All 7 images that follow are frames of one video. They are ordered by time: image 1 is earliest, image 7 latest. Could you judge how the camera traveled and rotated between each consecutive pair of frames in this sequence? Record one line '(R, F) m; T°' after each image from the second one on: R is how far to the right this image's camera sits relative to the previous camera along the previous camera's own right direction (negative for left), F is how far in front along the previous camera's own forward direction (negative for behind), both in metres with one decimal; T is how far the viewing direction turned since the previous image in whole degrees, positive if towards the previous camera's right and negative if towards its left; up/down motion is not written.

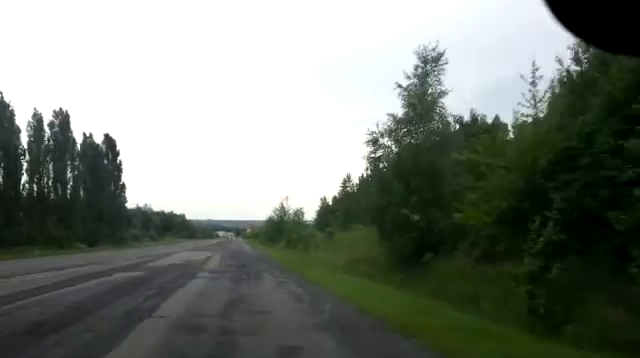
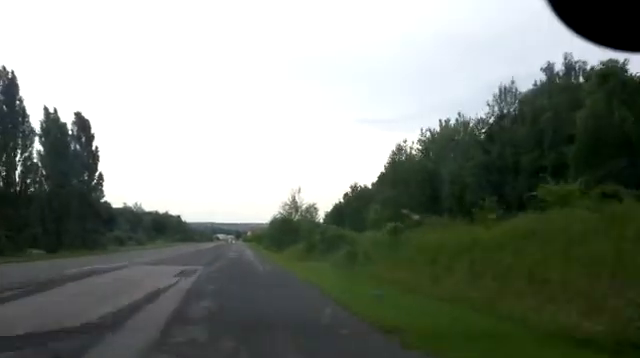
(-0.1, +19.1) m; -2°
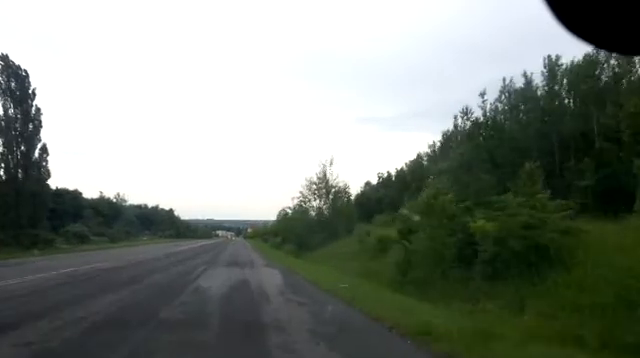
(-0.5, +26.7) m; -1°
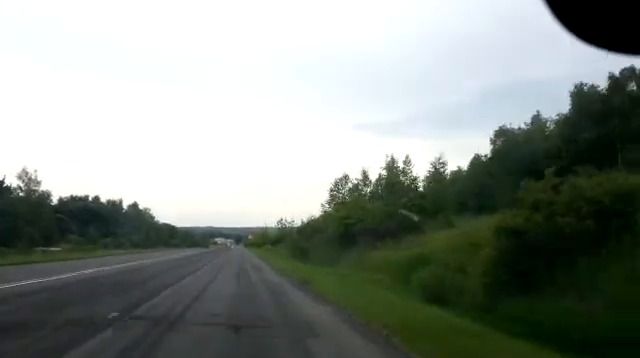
(+0.4, +67.4) m; 0°
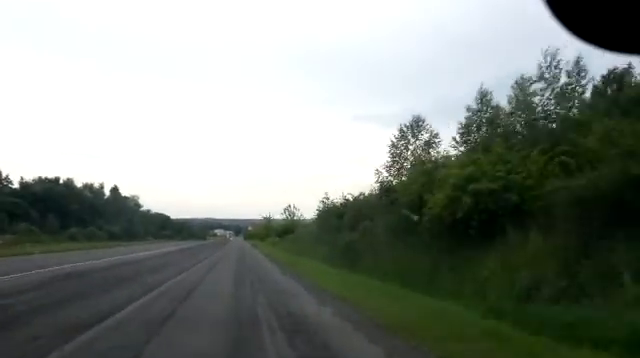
(-0.3, +18.9) m; -1°
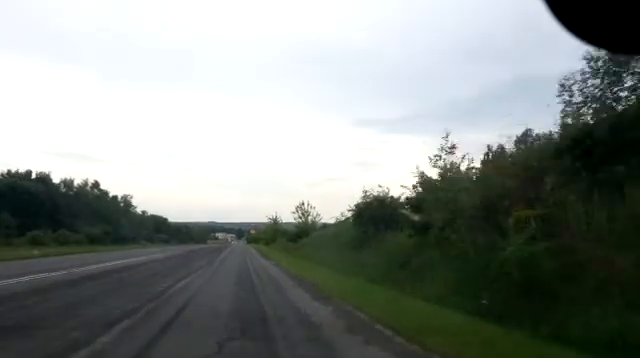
(-0.1, +15.6) m; 0°
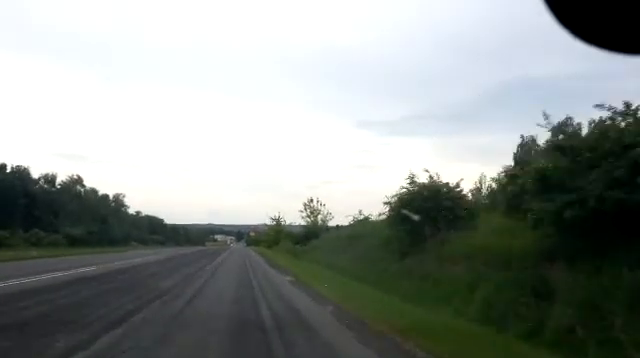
(+0.2, +9.5) m; 0°
